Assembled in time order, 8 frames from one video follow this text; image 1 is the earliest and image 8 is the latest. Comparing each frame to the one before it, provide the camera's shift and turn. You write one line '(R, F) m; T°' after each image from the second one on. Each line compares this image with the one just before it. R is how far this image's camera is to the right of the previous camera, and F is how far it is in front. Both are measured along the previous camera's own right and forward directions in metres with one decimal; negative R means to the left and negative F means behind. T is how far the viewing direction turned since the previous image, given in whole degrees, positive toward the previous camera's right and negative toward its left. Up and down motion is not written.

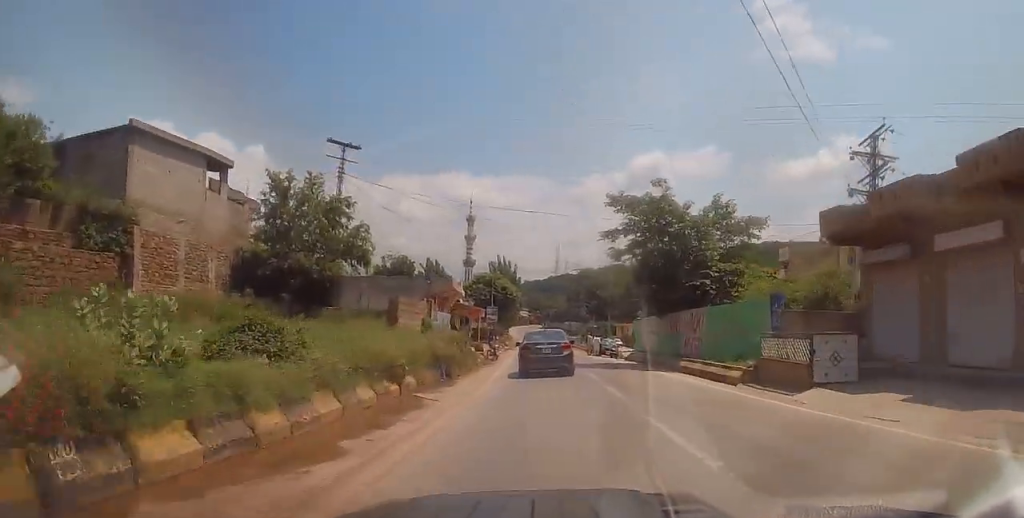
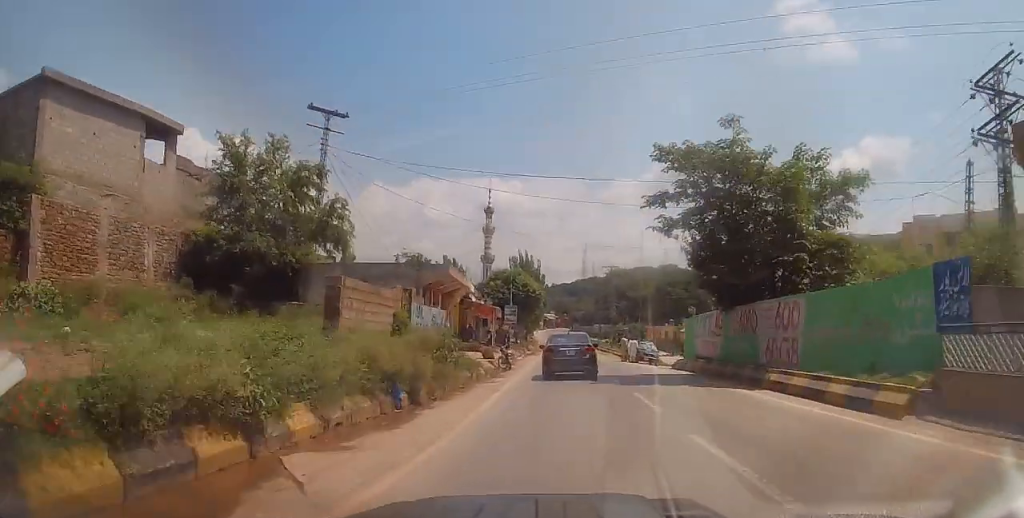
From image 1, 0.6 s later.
(-0.1, +7.3) m; -3°
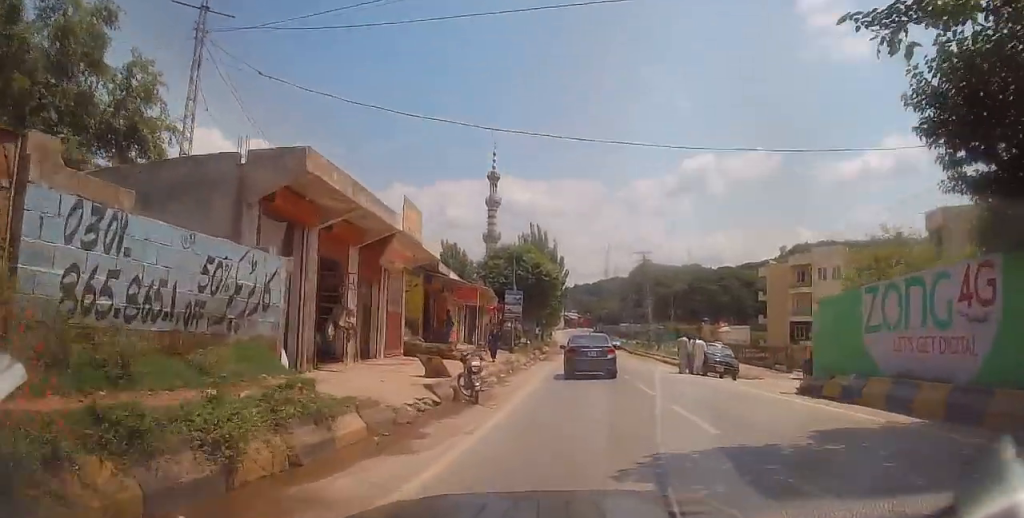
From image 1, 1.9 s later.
(-0.6, +14.7) m; -2°
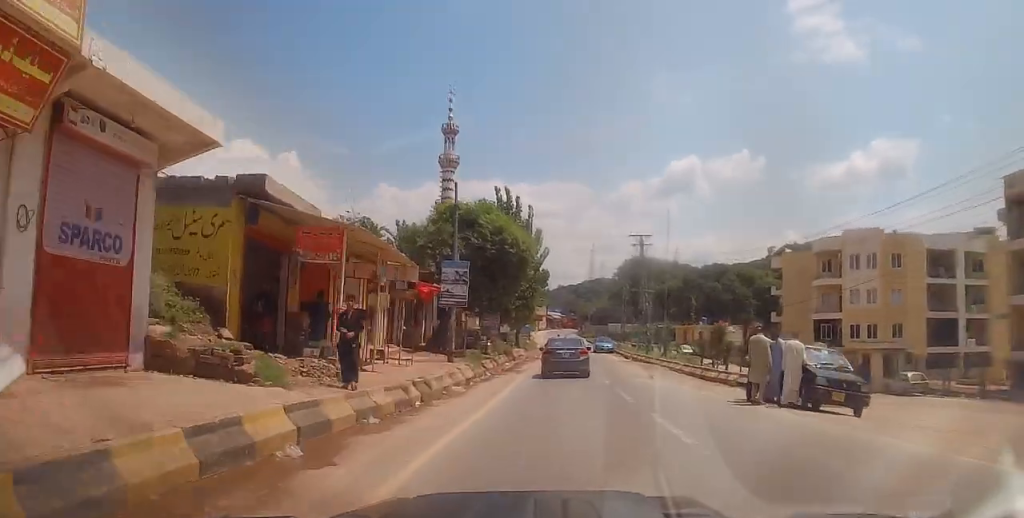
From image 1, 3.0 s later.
(+0.2, +13.1) m; +2°
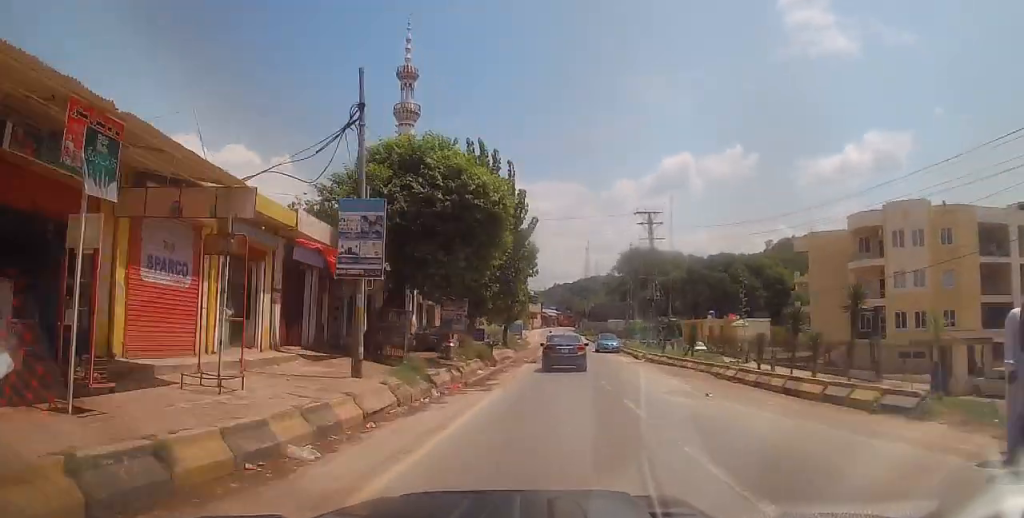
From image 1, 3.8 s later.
(+0.4, +9.5) m; 0°
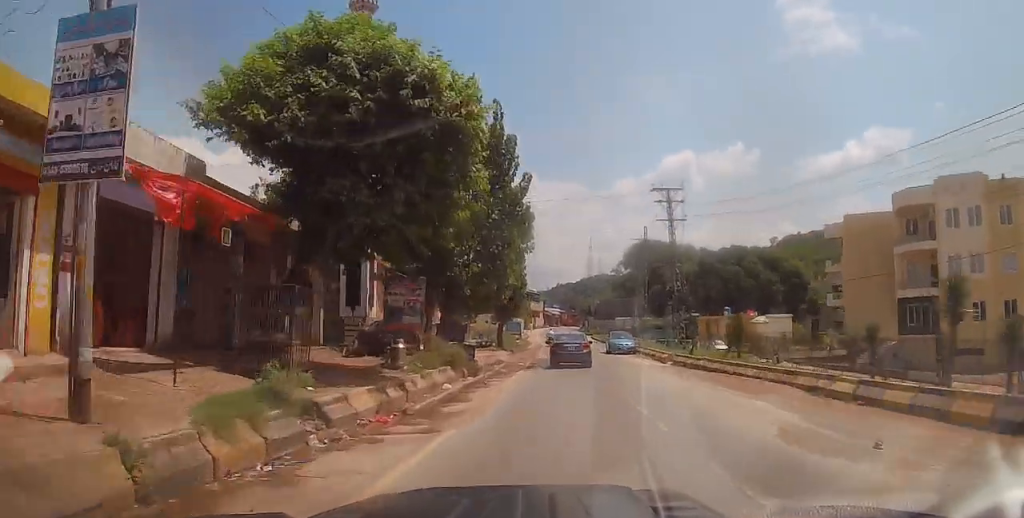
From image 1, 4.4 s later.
(-0.3, +7.7) m; -2°
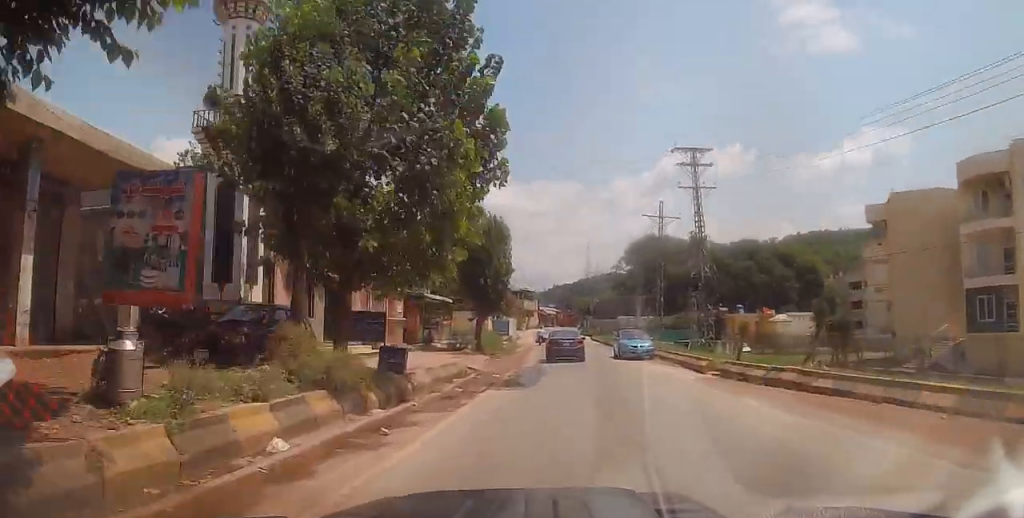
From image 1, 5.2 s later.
(-0.1, +9.4) m; -1°
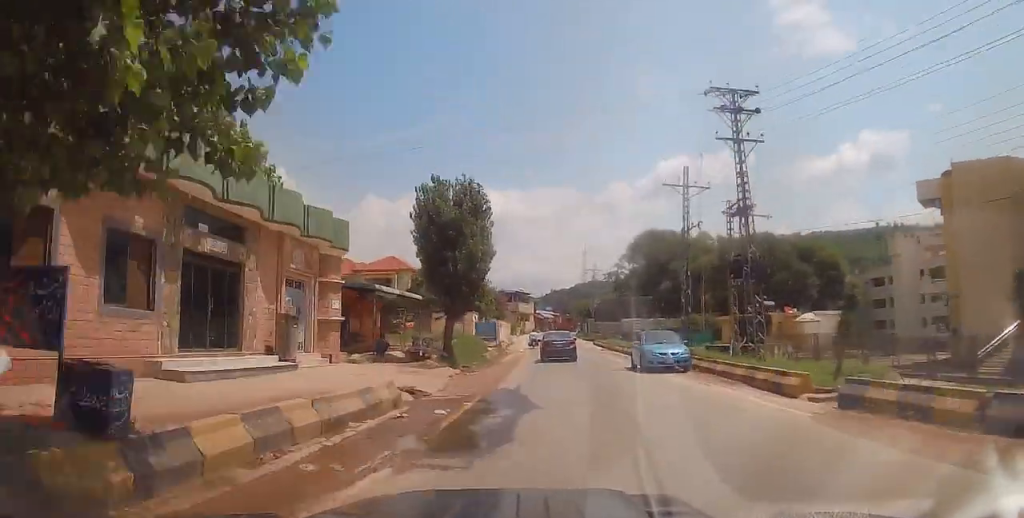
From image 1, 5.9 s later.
(0.0, +8.8) m; 0°
